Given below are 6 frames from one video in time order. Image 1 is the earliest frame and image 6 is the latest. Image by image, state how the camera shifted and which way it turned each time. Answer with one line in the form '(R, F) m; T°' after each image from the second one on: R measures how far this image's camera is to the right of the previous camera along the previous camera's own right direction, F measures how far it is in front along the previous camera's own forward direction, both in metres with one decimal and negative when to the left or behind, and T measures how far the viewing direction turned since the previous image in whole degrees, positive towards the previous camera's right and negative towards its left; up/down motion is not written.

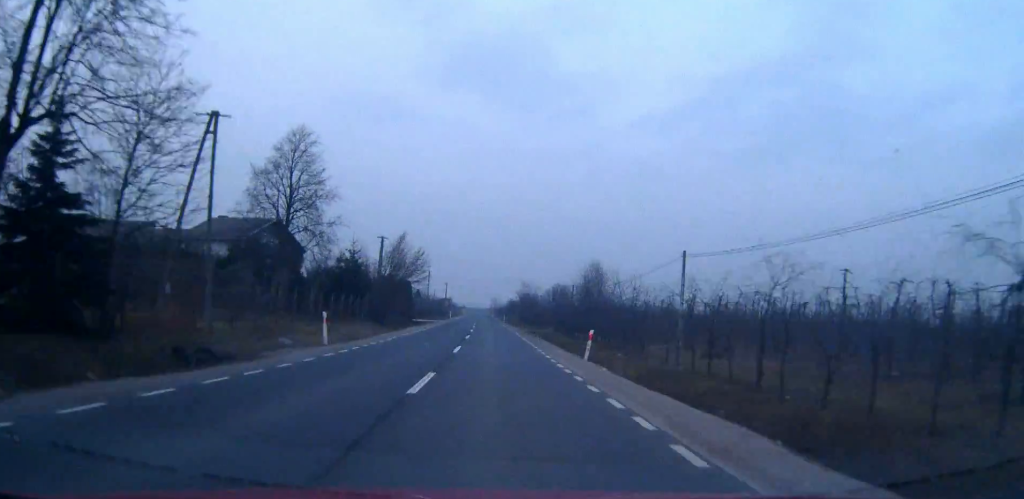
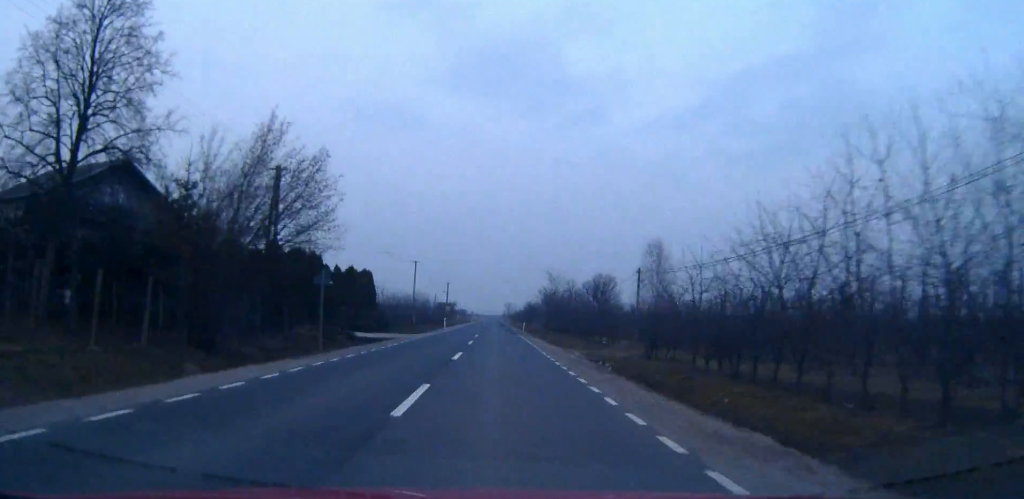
(-0.5, +37.9) m; -1°
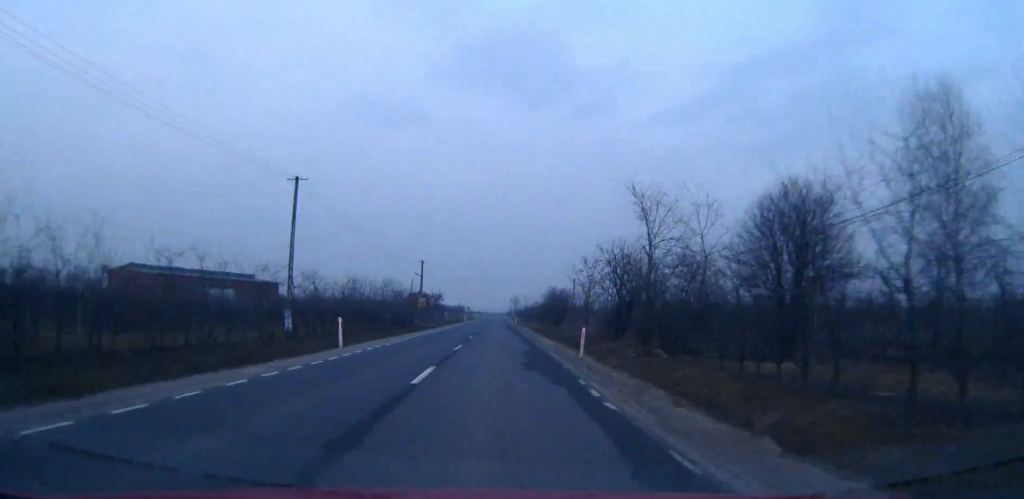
(-0.4, +55.4) m; -1°
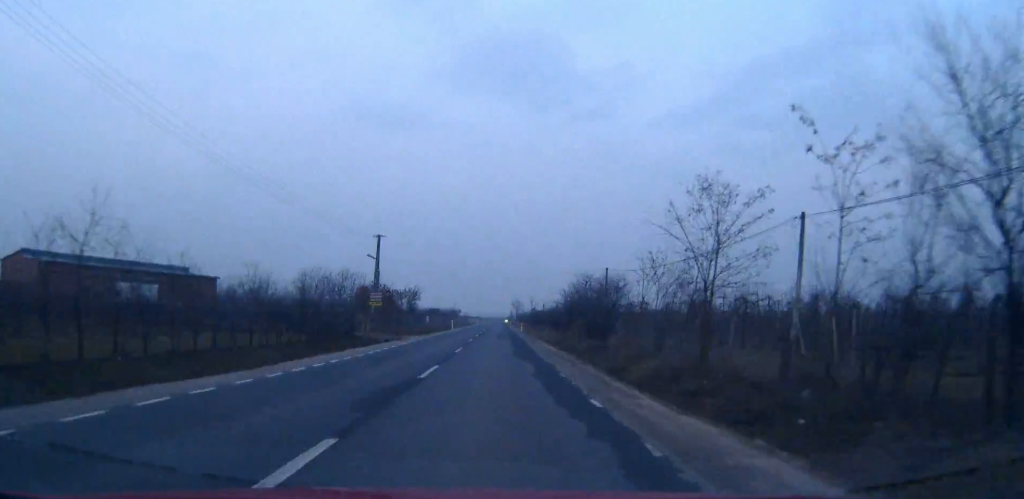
(-0.1, +33.5) m; 0°
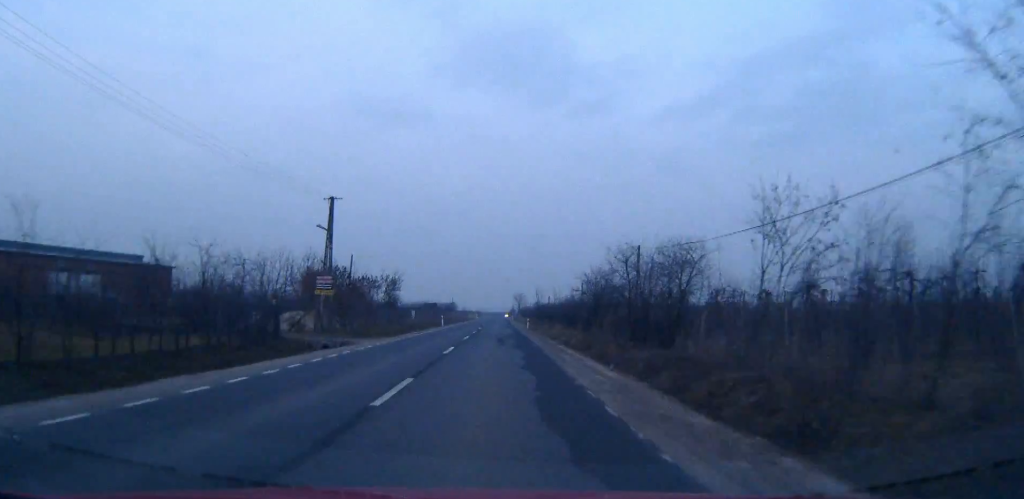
(0.0, +17.2) m; 0°
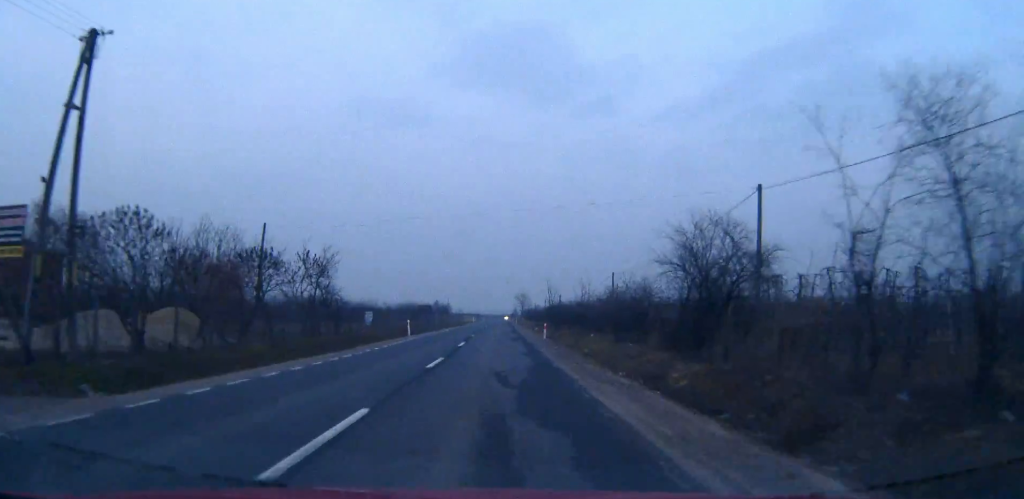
(0.0, +28.1) m; 0°
